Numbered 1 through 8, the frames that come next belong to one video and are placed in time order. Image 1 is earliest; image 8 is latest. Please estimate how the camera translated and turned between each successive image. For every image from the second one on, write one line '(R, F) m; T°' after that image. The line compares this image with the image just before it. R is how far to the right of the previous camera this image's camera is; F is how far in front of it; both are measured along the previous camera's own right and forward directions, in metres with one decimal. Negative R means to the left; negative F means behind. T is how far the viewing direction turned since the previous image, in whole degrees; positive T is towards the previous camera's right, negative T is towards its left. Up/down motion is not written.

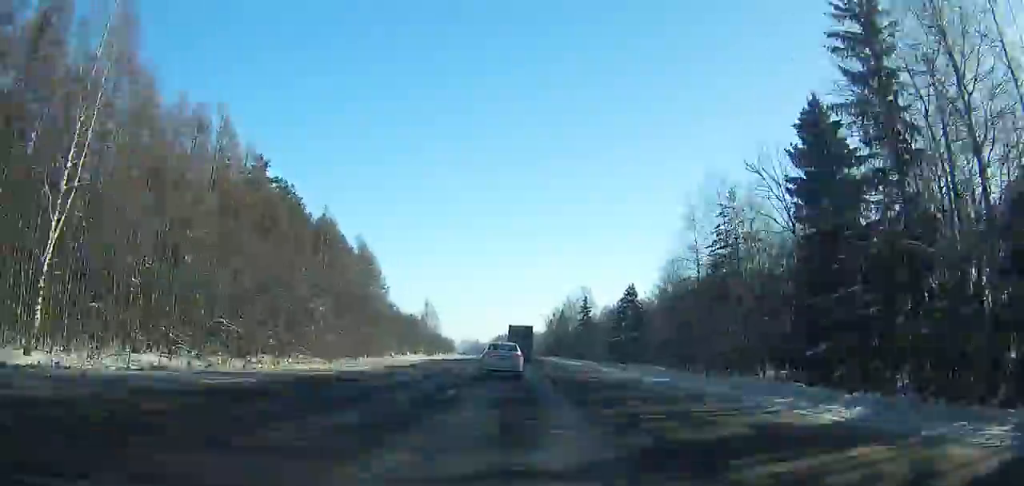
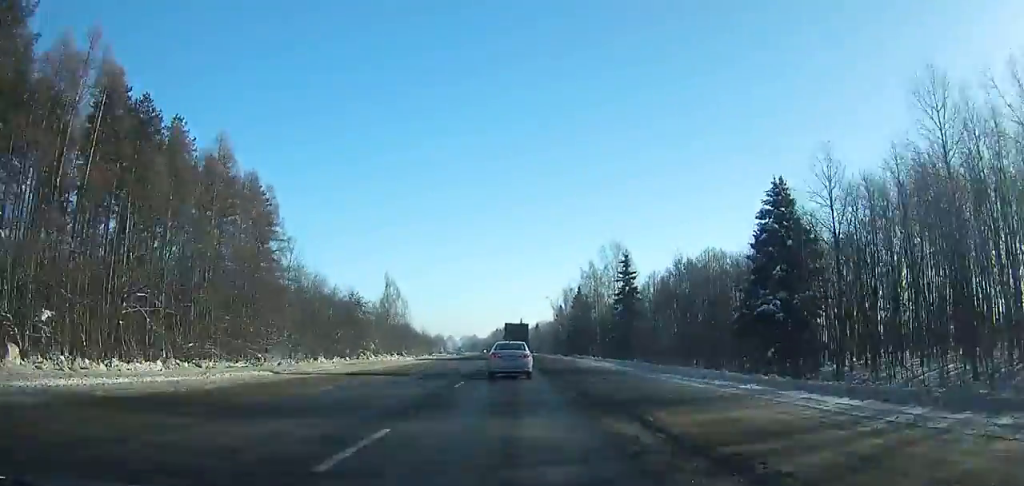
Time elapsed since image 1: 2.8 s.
(0.0, +54.3) m; 0°
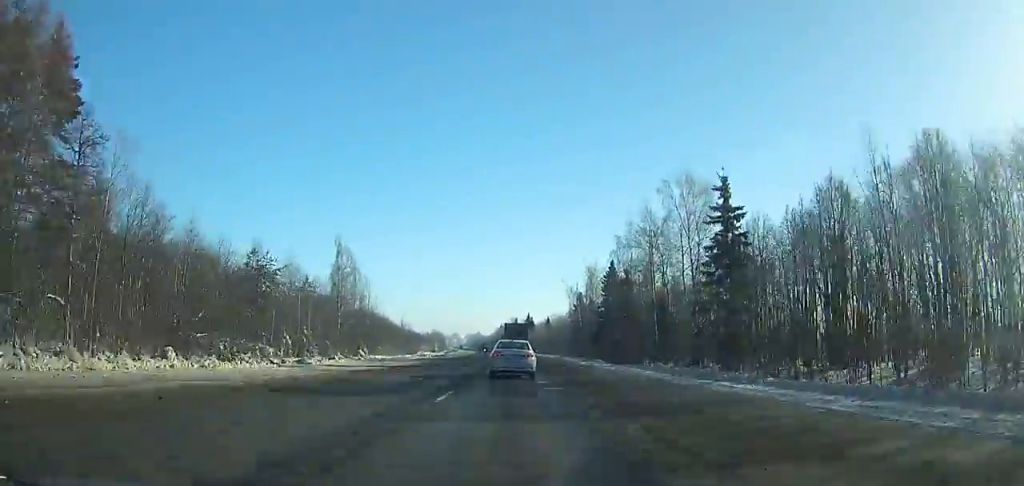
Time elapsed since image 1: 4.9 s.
(-0.2, +40.0) m; -1°
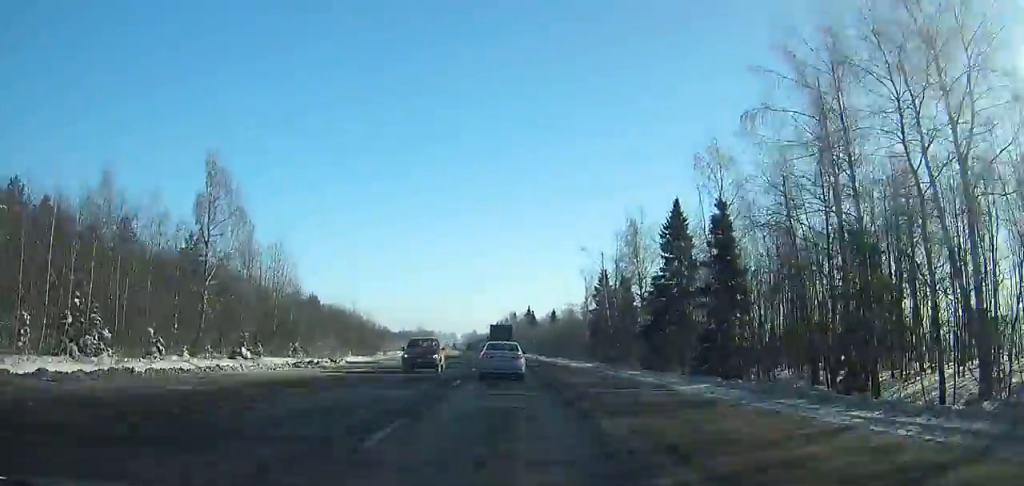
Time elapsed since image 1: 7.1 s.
(-0.4, +41.5) m; -1°
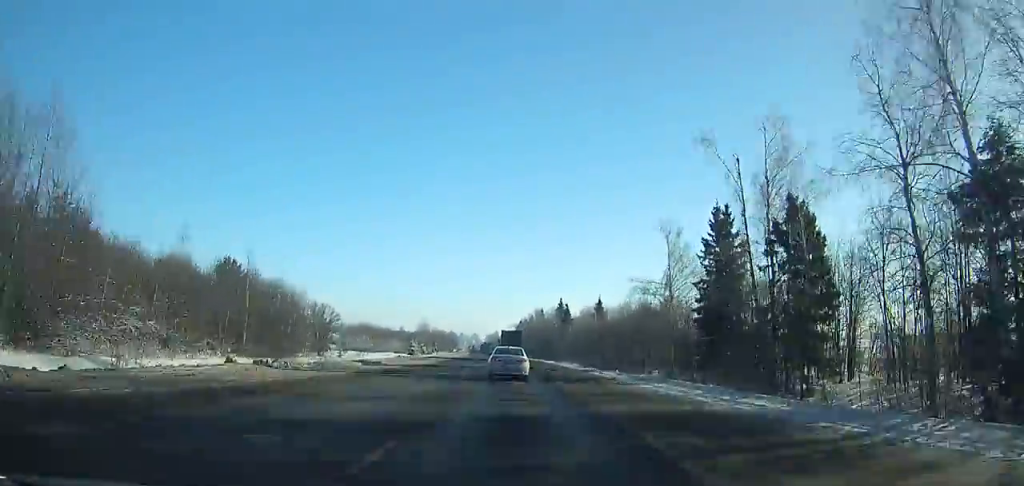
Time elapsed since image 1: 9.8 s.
(-0.9, +50.9) m; -2°
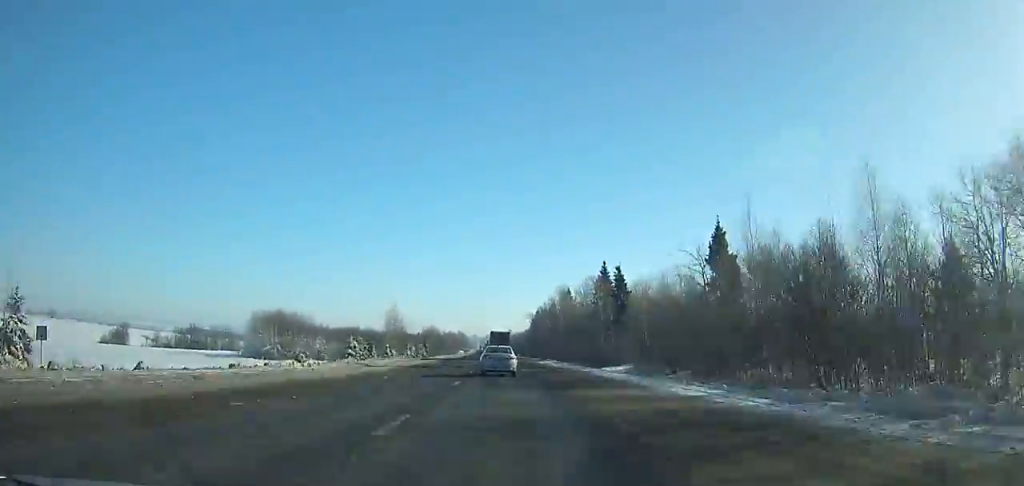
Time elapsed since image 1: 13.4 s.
(-1.2, +68.5) m; -2°
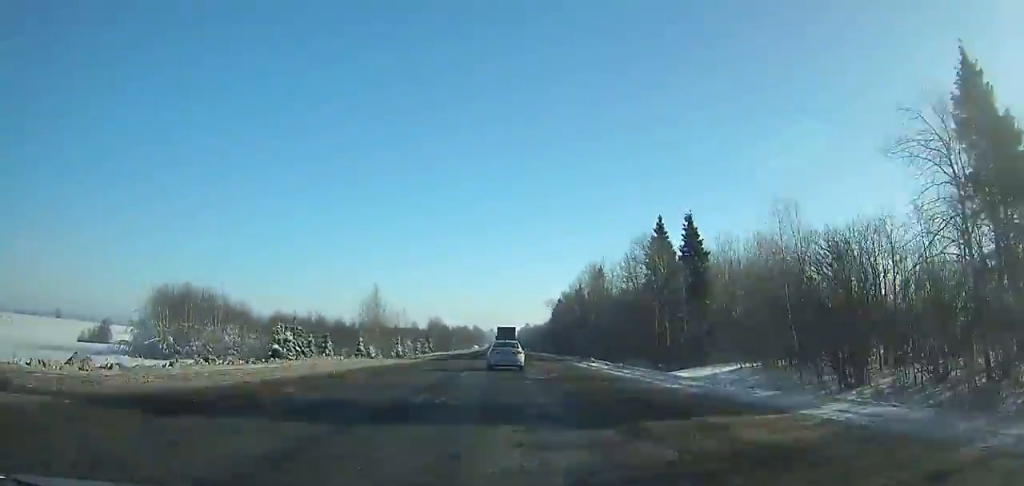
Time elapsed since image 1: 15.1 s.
(-0.5, +32.7) m; -1°
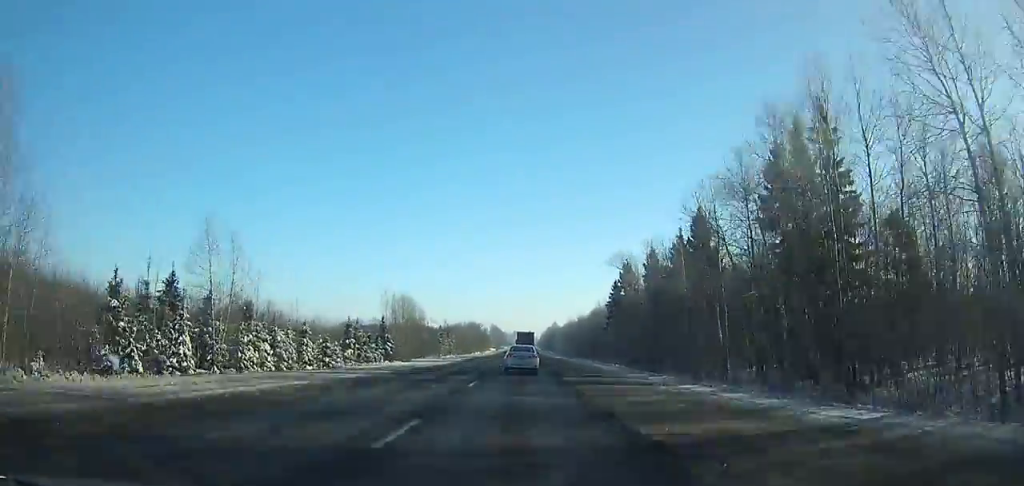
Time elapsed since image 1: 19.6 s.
(-0.6, +88.2) m; -1°
